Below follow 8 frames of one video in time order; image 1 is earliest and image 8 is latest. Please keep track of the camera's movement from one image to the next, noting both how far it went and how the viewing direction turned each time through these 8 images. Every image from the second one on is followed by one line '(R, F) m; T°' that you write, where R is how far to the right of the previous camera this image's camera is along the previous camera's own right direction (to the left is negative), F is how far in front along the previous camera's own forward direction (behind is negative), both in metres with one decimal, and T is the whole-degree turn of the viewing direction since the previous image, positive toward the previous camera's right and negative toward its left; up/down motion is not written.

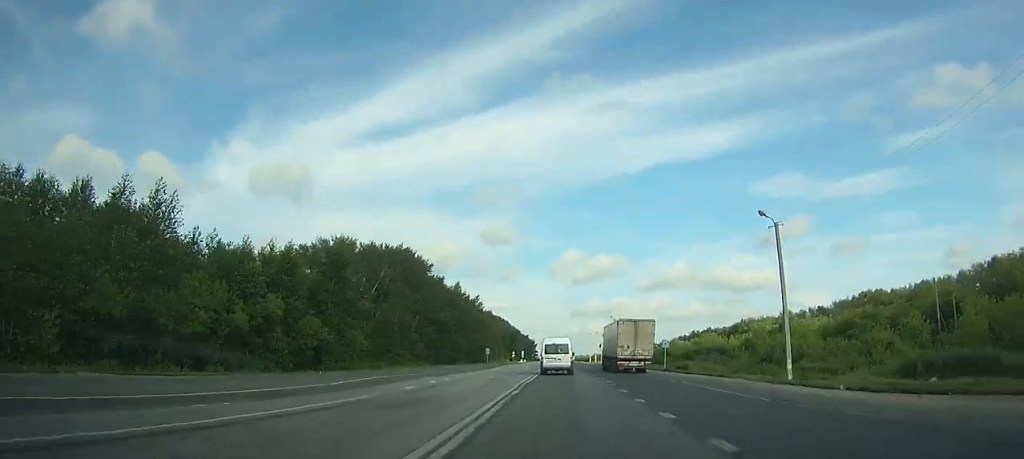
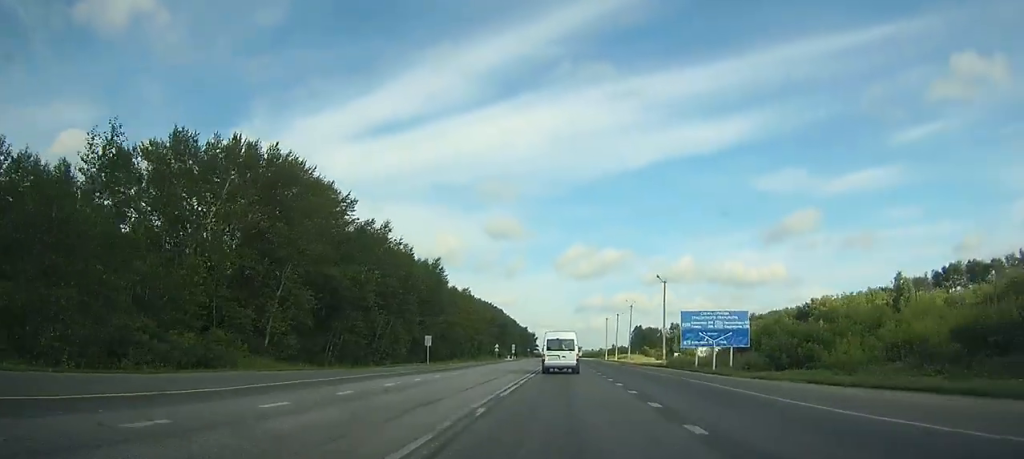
(+0.5, +53.4) m; 0°
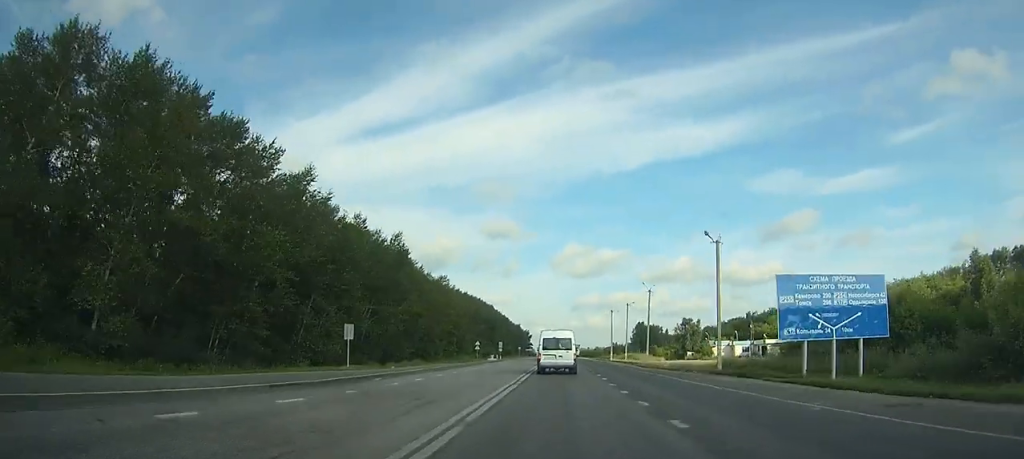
(0.0, +23.9) m; 0°
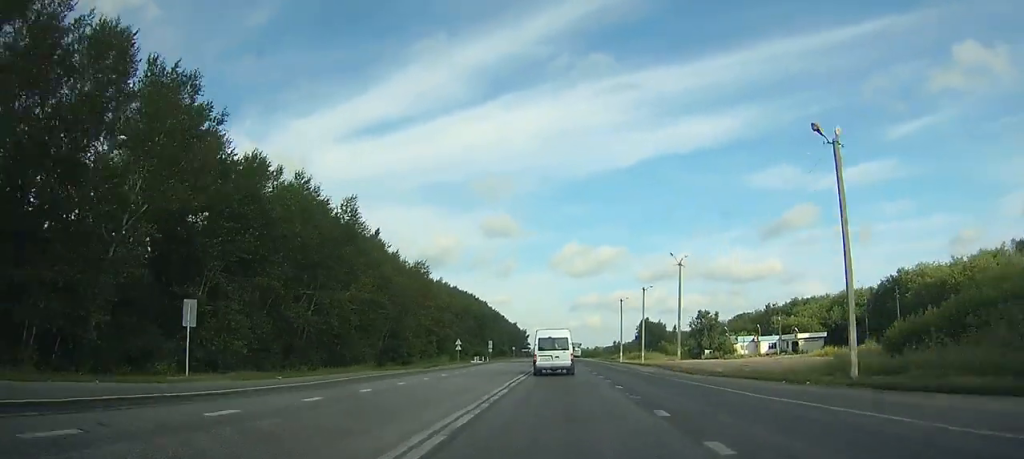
(0.0, +19.3) m; 0°
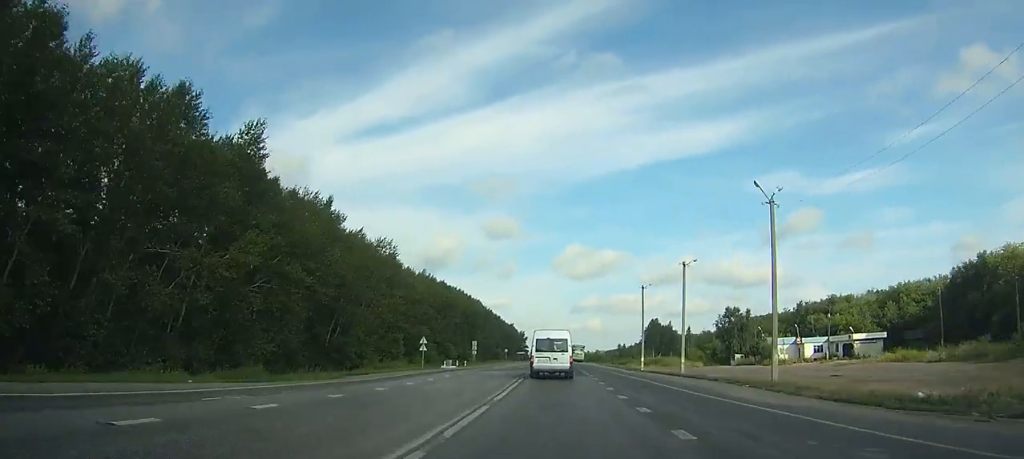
(-0.1, +22.6) m; 0°
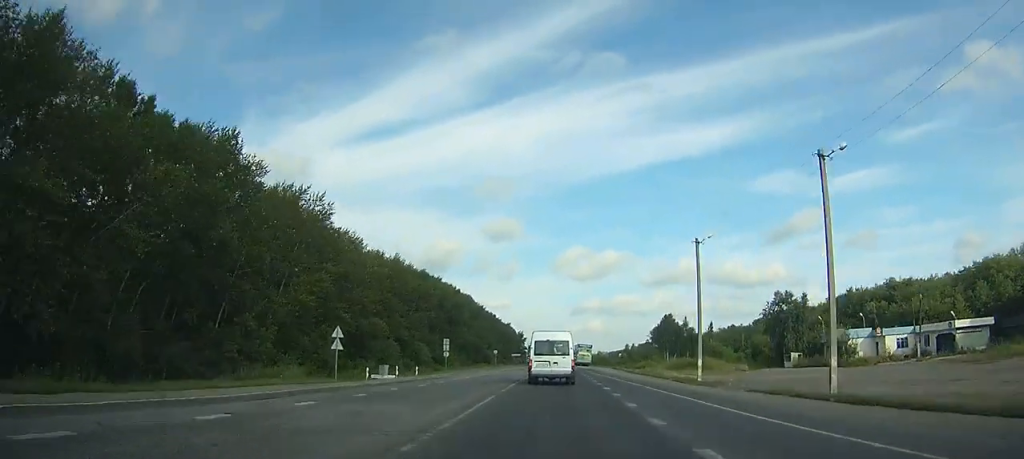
(0.0, +25.4) m; 0°
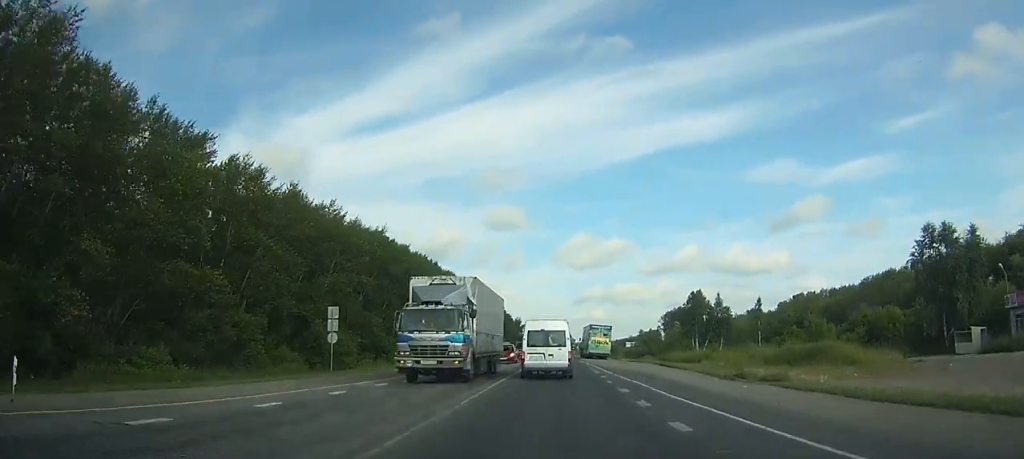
(-0.1, +37.8) m; 0°
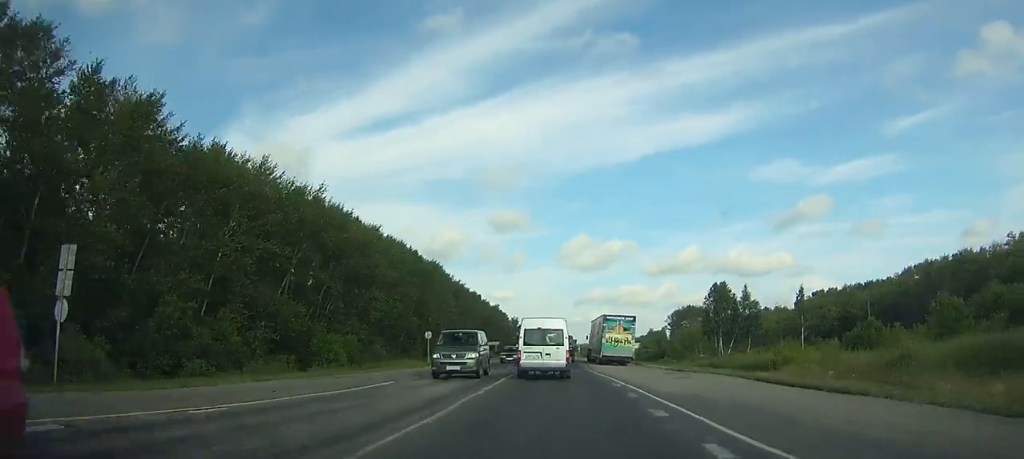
(0.0, +21.7) m; 0°
